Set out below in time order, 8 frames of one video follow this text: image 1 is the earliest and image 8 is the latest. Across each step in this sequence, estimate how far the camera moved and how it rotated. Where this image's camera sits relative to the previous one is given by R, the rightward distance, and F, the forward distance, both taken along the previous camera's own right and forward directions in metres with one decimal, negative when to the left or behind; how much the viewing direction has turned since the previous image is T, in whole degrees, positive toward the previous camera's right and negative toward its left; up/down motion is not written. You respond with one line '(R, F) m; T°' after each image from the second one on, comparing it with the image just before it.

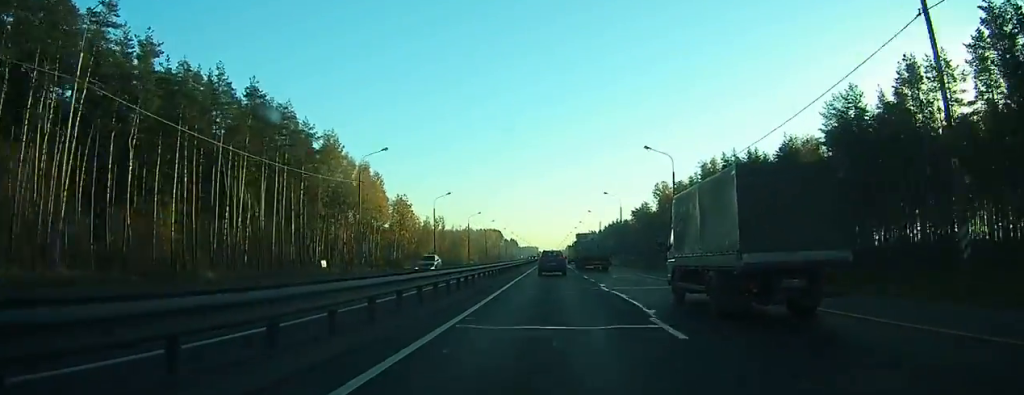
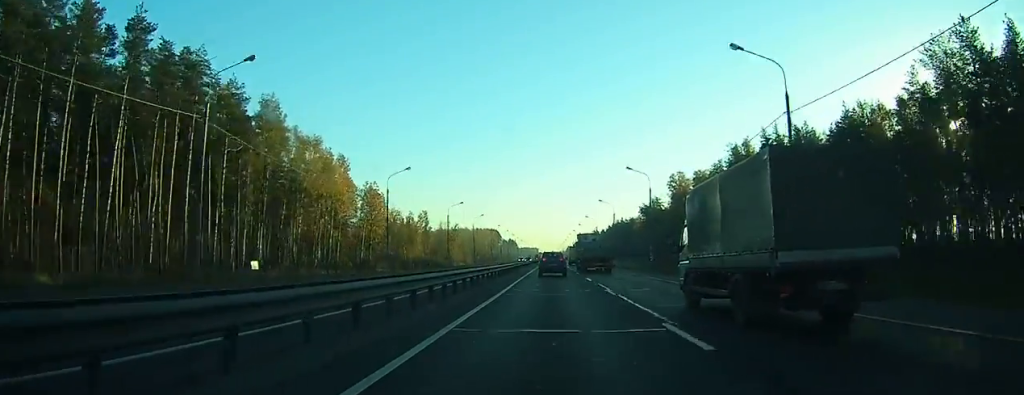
(0.0, +25.1) m; 0°
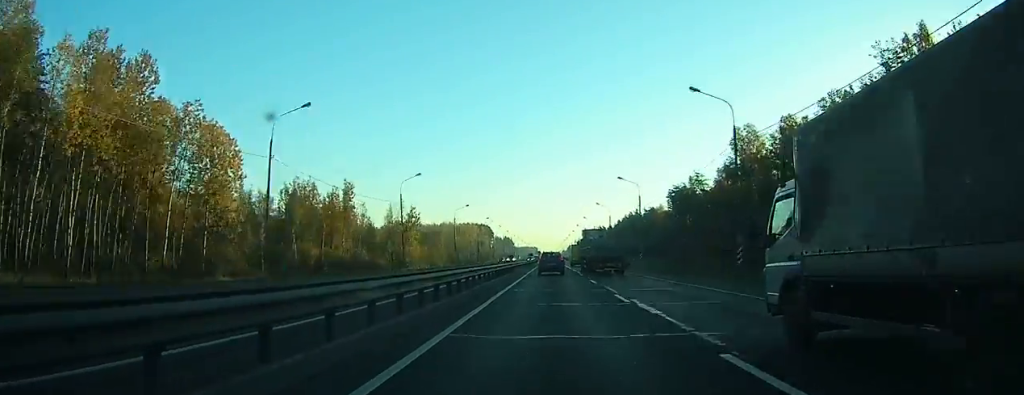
(-0.1, +65.4) m; 0°
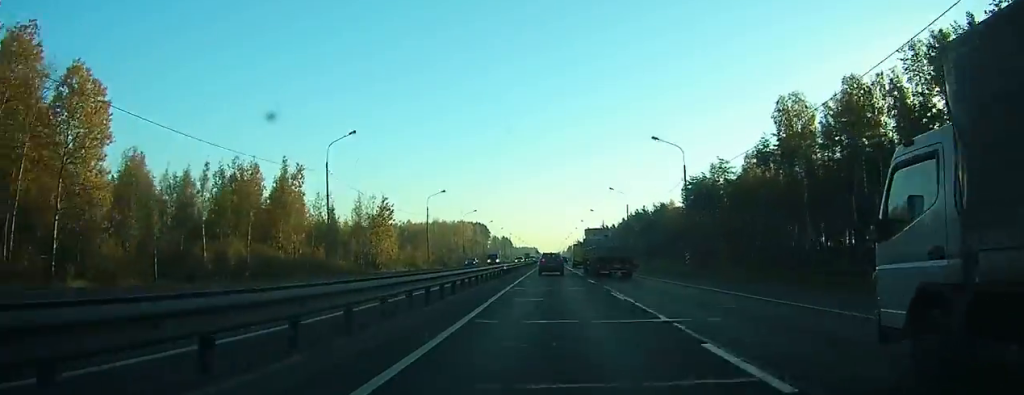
(0.0, +23.2) m; 0°
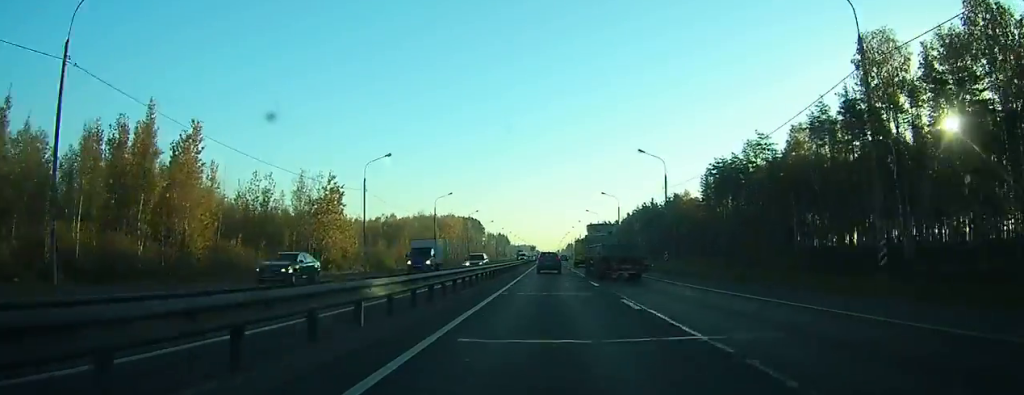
(0.0, +27.0) m; 0°
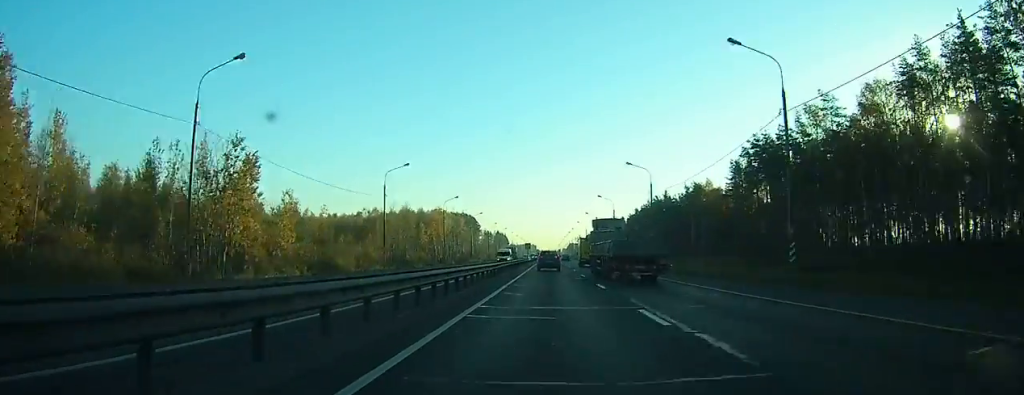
(+0.2, +26.4) m; 0°
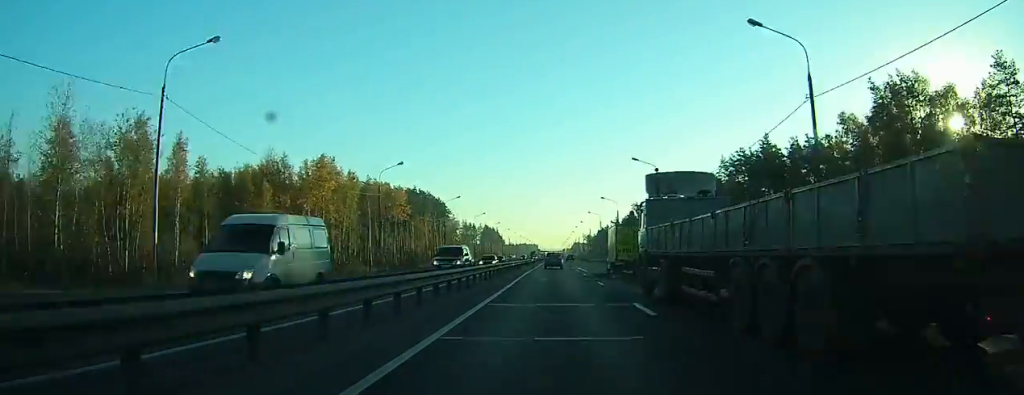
(-0.2, +103.4) m; 0°
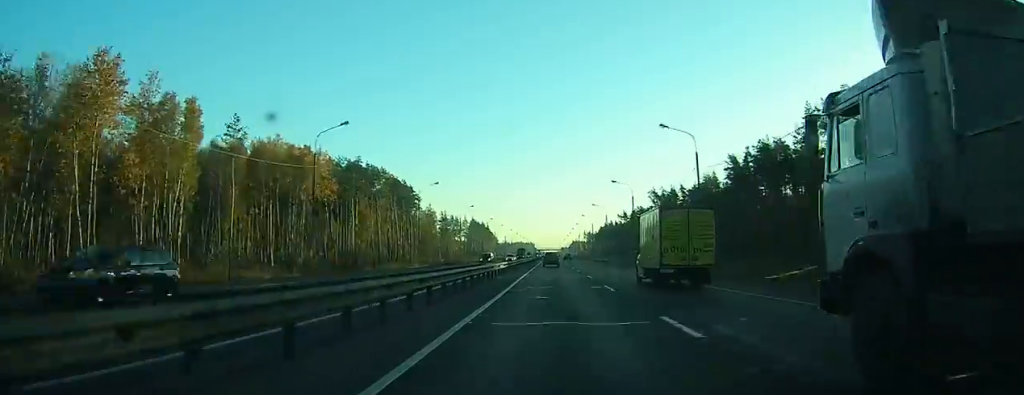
(0.0, +49.6) m; 0°
